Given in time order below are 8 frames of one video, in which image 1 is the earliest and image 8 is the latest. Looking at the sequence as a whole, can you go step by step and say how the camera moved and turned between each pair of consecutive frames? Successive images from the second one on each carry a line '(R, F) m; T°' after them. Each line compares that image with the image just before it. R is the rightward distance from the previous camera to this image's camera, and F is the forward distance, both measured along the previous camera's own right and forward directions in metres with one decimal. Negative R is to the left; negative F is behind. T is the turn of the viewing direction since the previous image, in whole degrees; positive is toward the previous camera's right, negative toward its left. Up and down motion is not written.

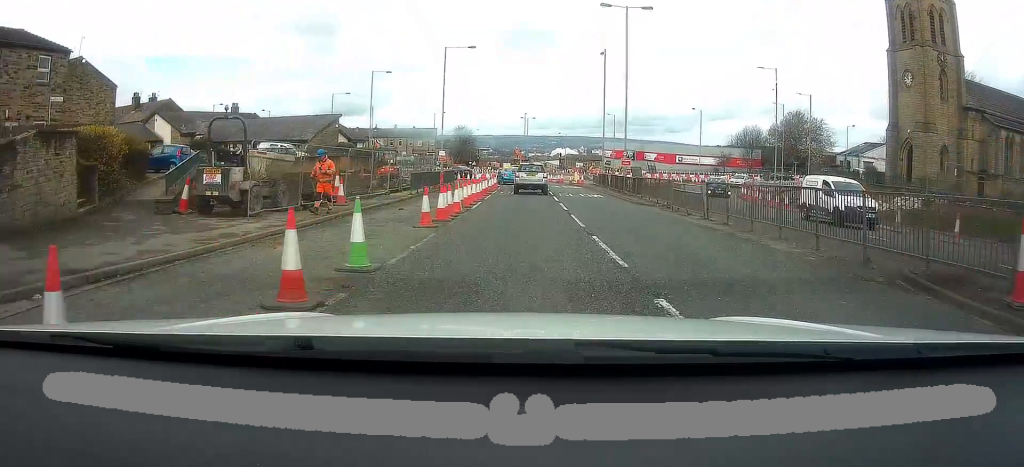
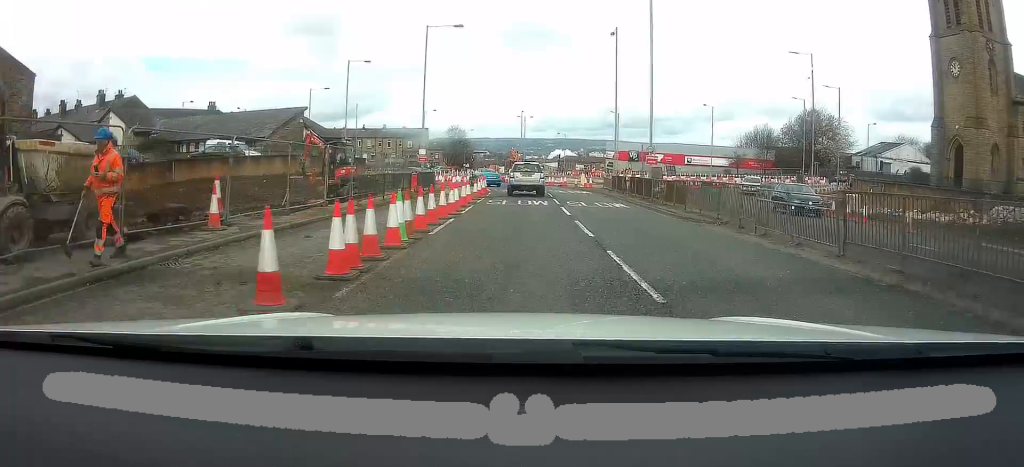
(+0.1, +8.4) m; +1°
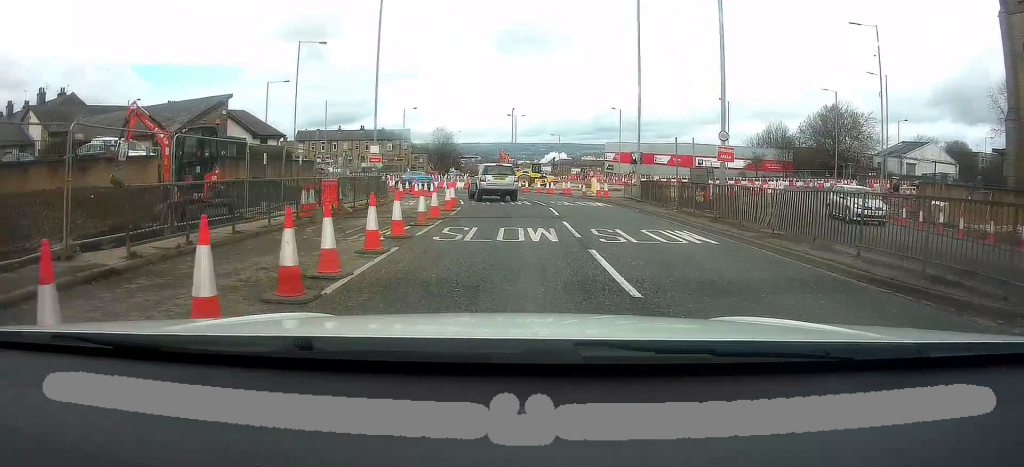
(+0.2, +11.8) m; +1°
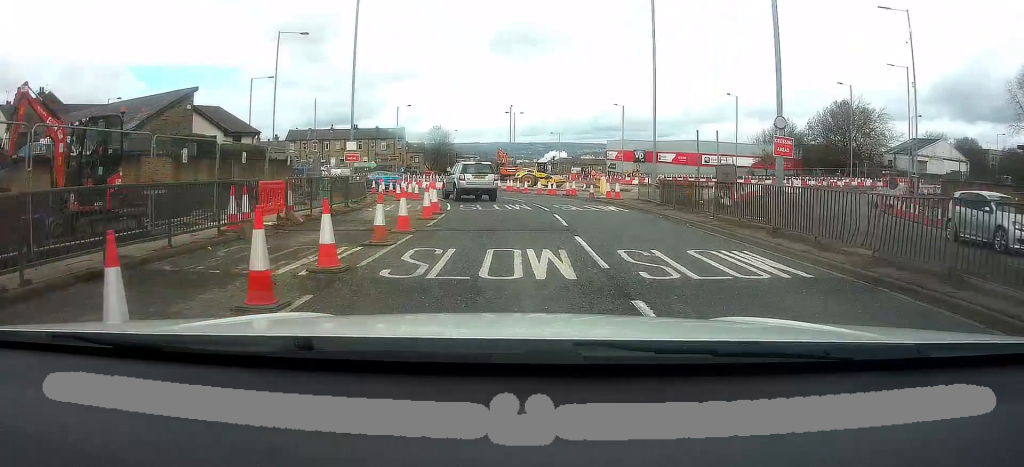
(+0.1, +4.3) m; 0°
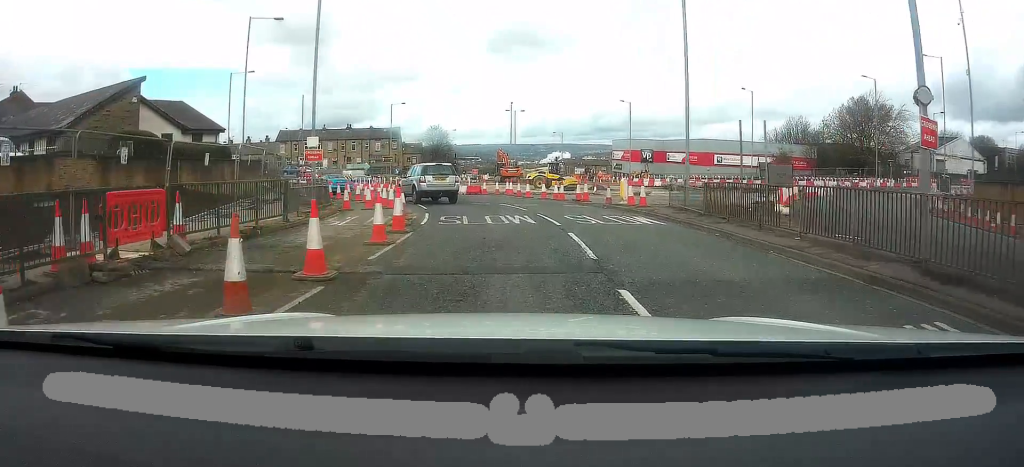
(-0.1, +5.5) m; -1°
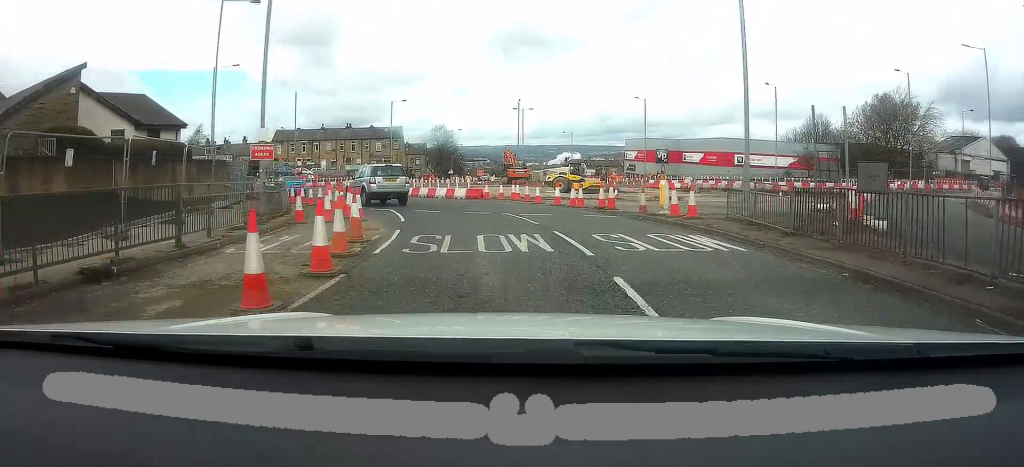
(-0.1, +5.6) m; -1°
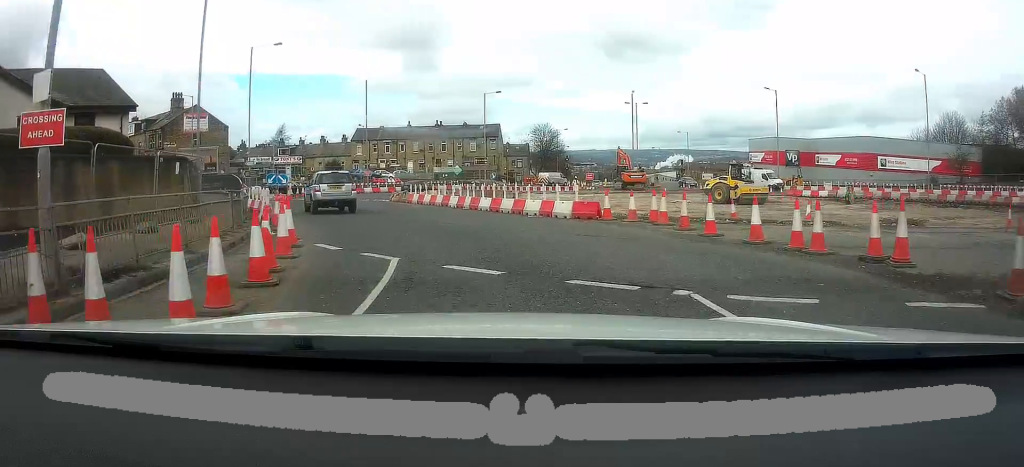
(-0.4, +12.3) m; -8°
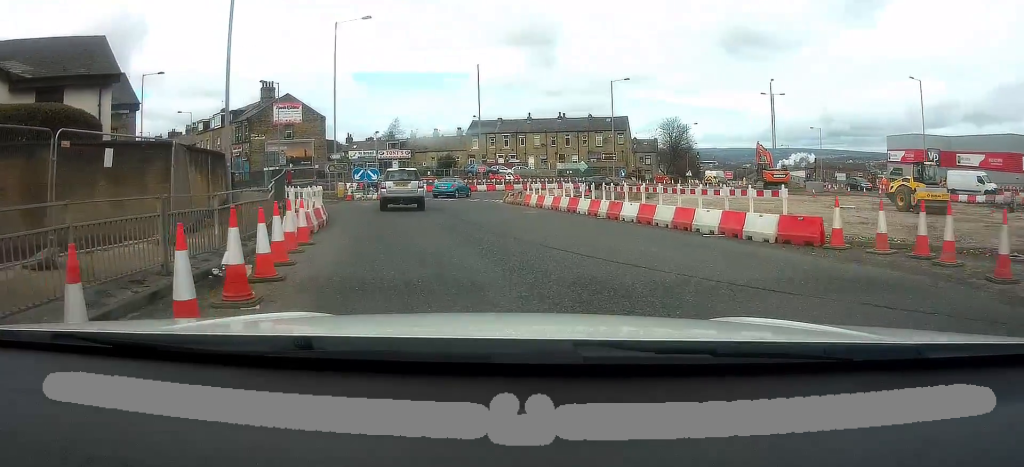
(-0.5, +7.1) m; -11°
